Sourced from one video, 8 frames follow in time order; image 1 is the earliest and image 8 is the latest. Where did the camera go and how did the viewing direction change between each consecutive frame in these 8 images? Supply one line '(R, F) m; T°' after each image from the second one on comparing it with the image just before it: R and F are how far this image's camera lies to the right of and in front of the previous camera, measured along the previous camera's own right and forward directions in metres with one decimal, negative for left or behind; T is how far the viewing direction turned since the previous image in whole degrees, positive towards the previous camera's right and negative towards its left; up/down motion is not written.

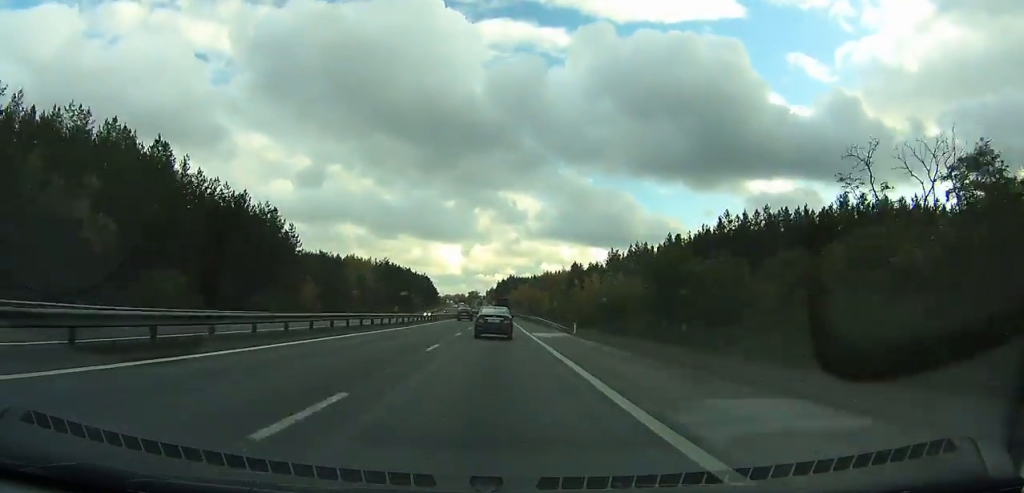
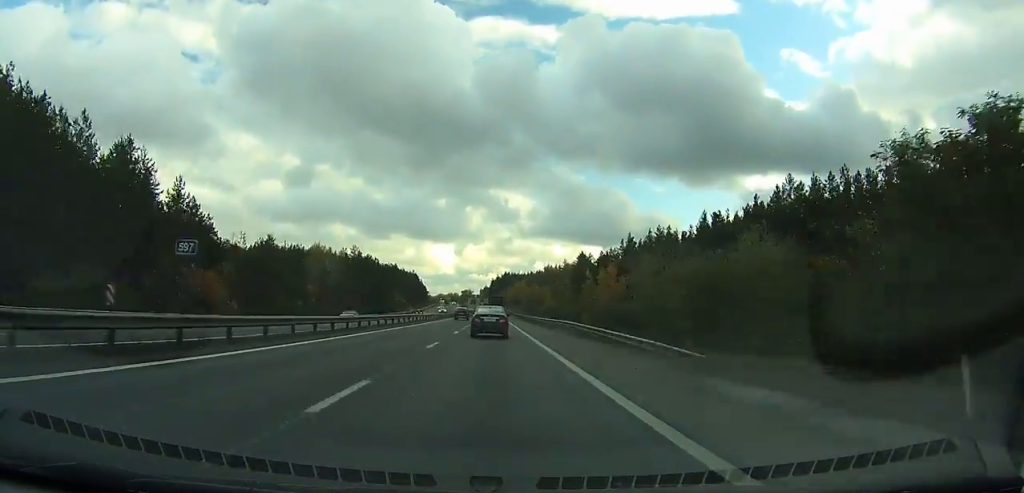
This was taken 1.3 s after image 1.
(-0.1, +35.2) m; 0°
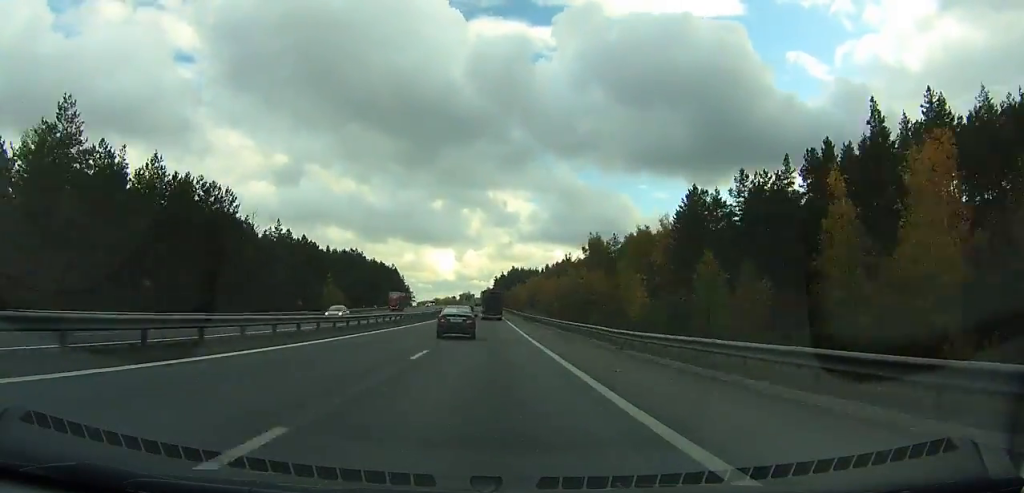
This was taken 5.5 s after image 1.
(-0.1, +112.7) m; 0°
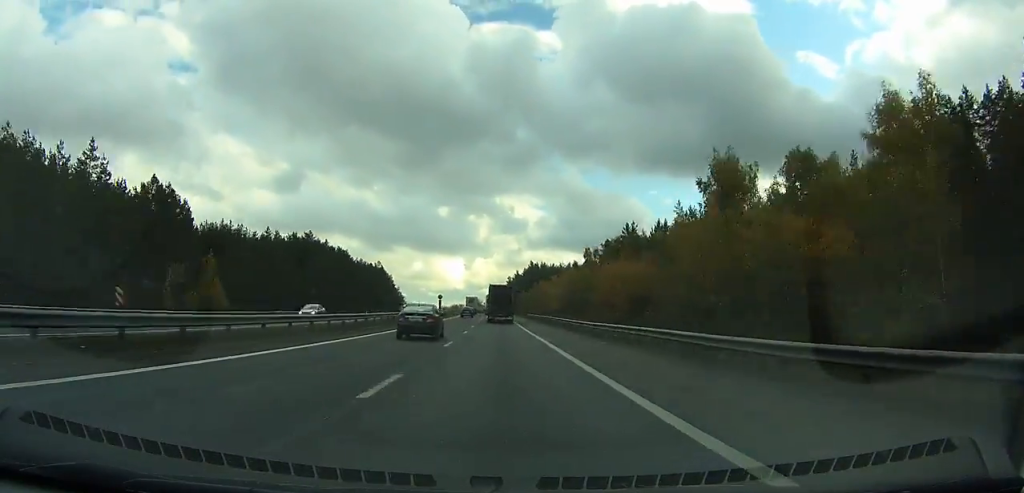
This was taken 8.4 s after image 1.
(-0.5, +77.1) m; -1°
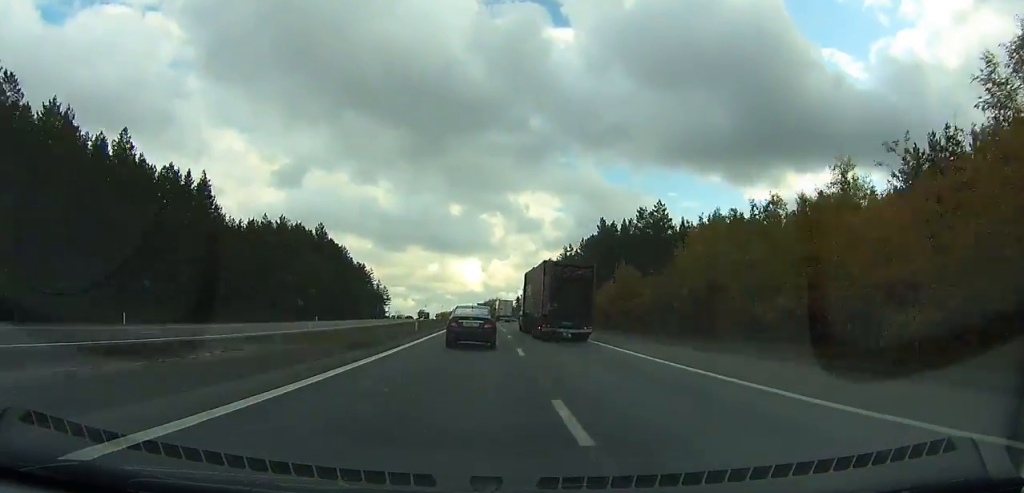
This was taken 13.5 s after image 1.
(-2.7, +133.0) m; -2°
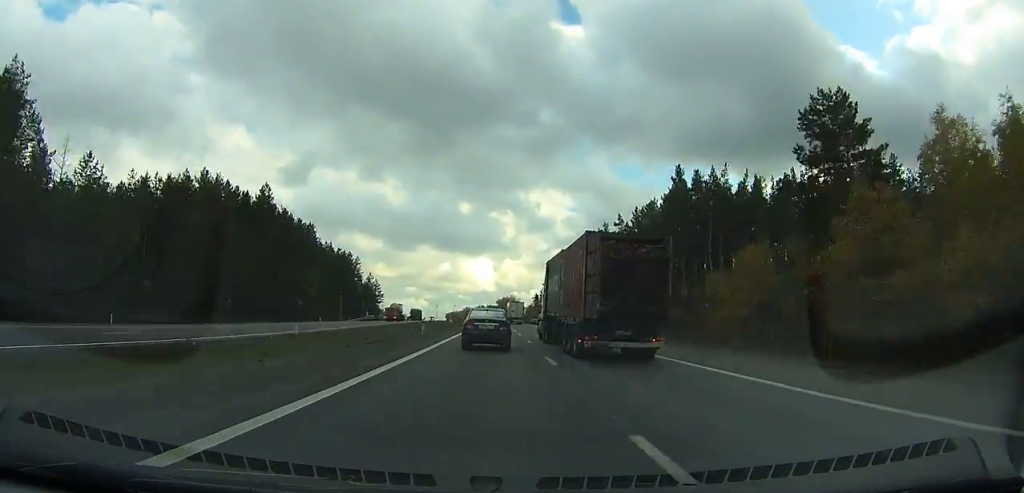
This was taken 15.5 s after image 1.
(-0.3, +51.4) m; -1°
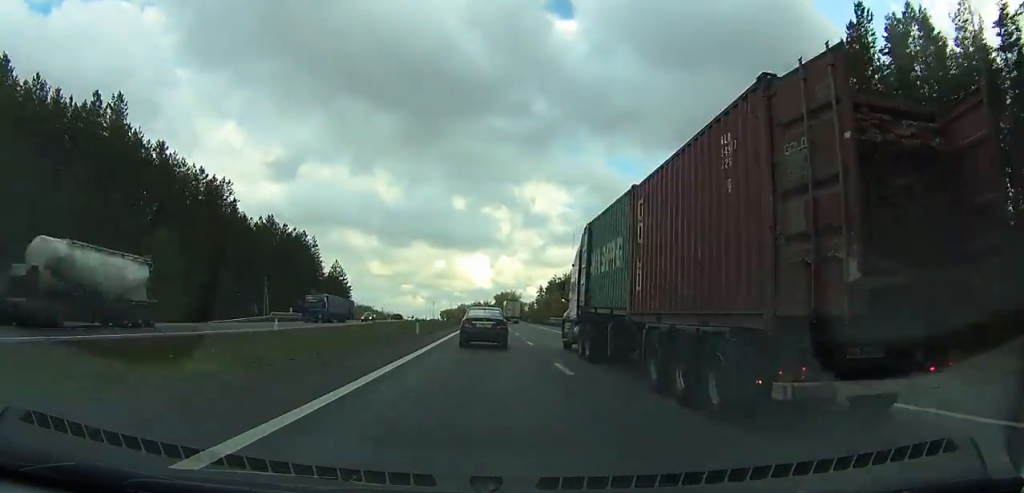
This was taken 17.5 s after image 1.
(-0.2, +51.1) m; 0°
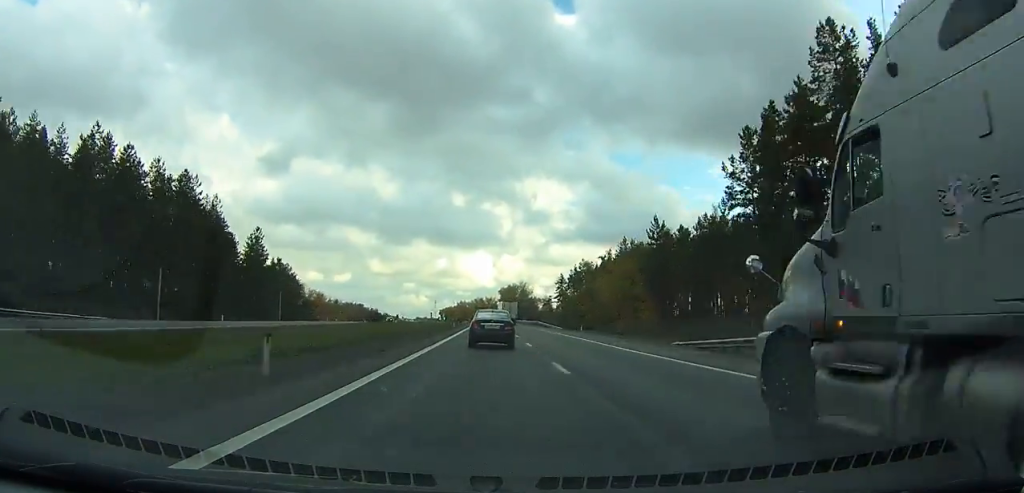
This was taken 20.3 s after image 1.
(-0.2, +71.6) m; 0°
